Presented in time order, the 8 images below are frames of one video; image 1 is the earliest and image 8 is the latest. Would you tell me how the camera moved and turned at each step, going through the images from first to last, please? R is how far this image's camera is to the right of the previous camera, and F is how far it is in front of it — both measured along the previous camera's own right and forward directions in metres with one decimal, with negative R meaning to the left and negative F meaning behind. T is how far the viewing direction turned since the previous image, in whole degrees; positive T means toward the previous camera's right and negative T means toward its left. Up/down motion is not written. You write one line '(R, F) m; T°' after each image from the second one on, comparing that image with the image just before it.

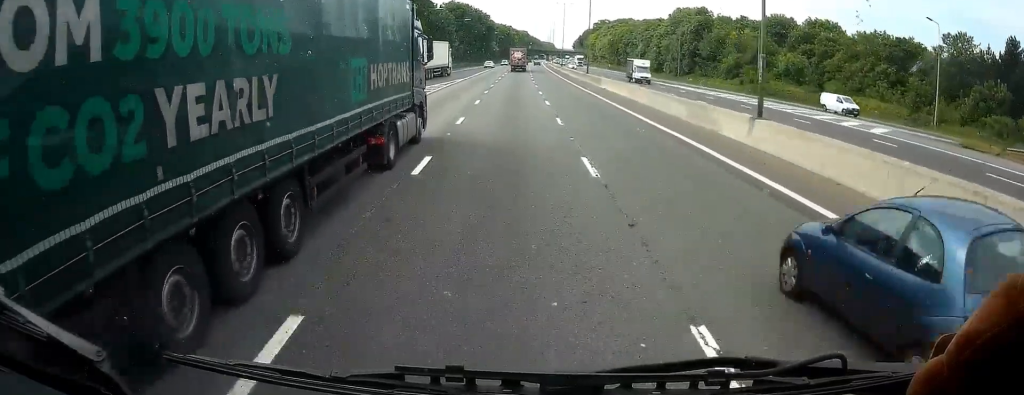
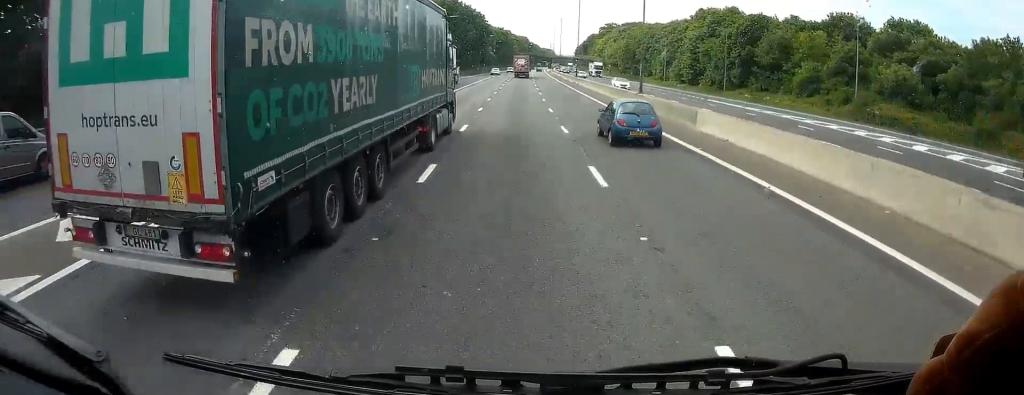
(-0.1, +27.7) m; 0°
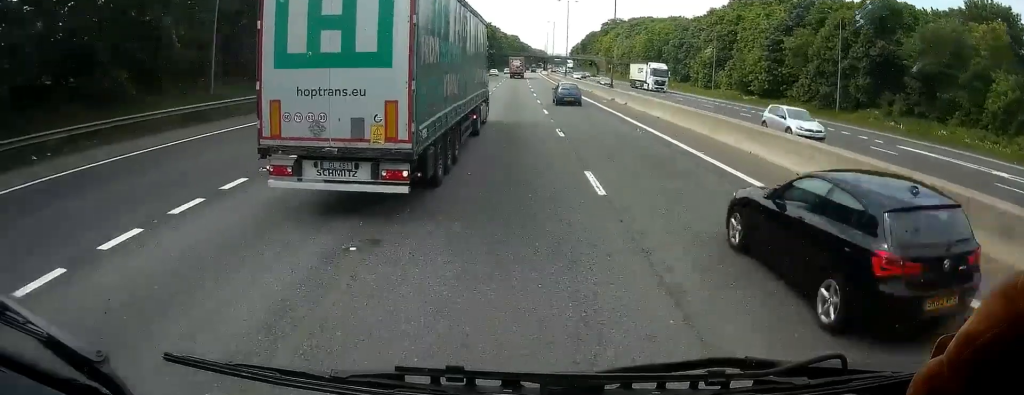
(-0.1, +35.8) m; 0°
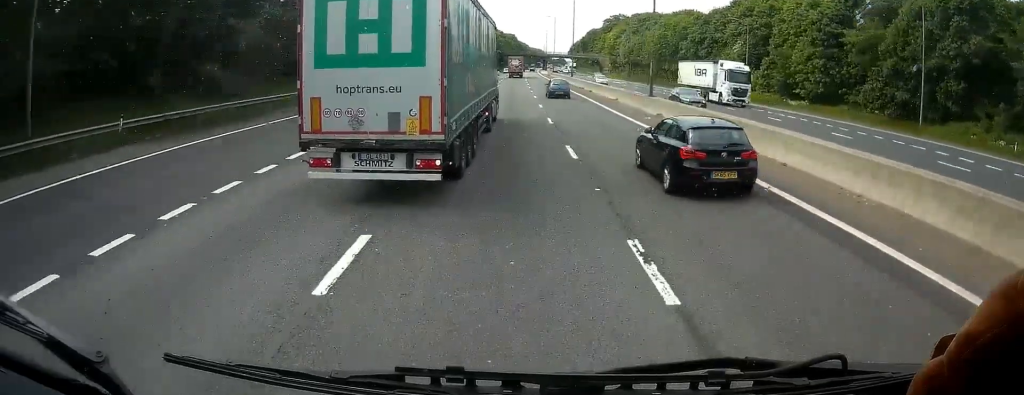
(0.0, +14.1) m; +1°
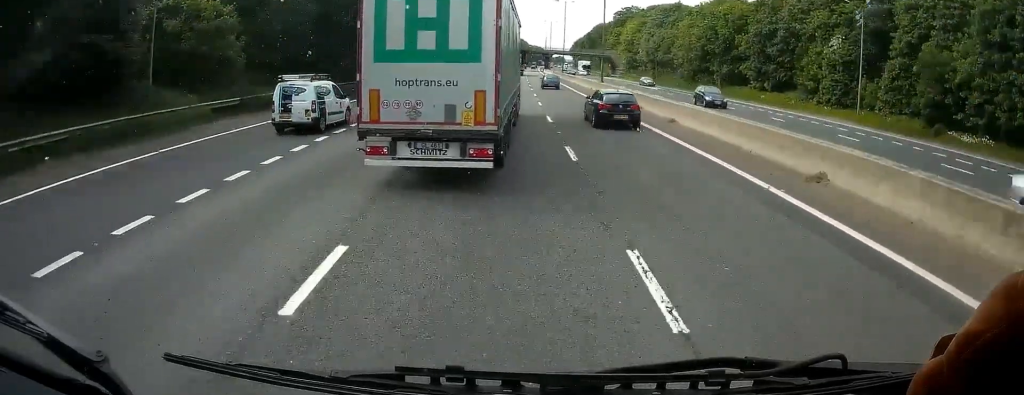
(+0.4, +27.4) m; +2°
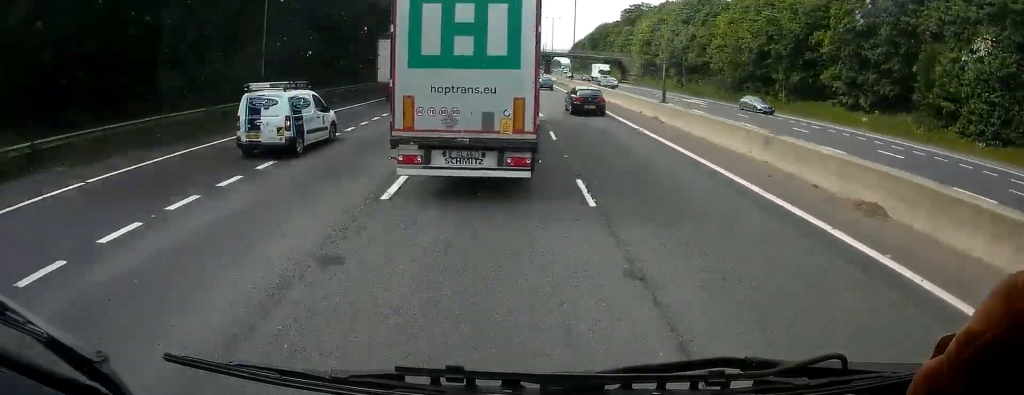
(+0.2, +21.6) m; +1°
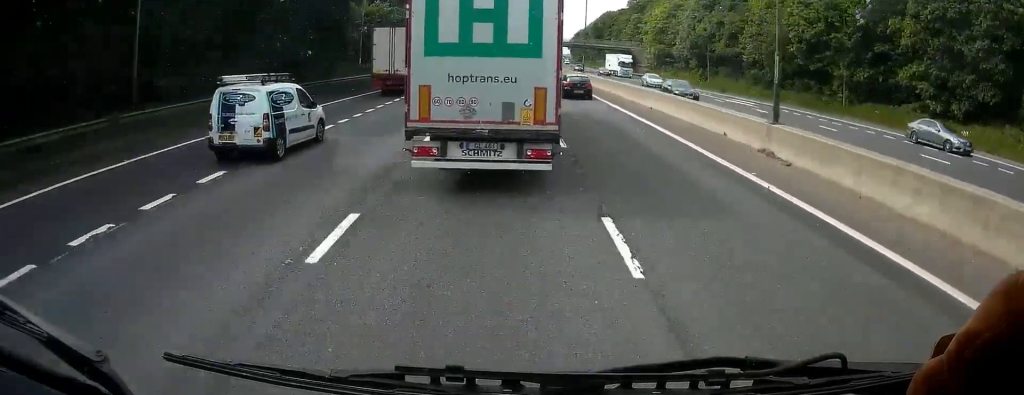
(0.0, +13.3) m; 0°
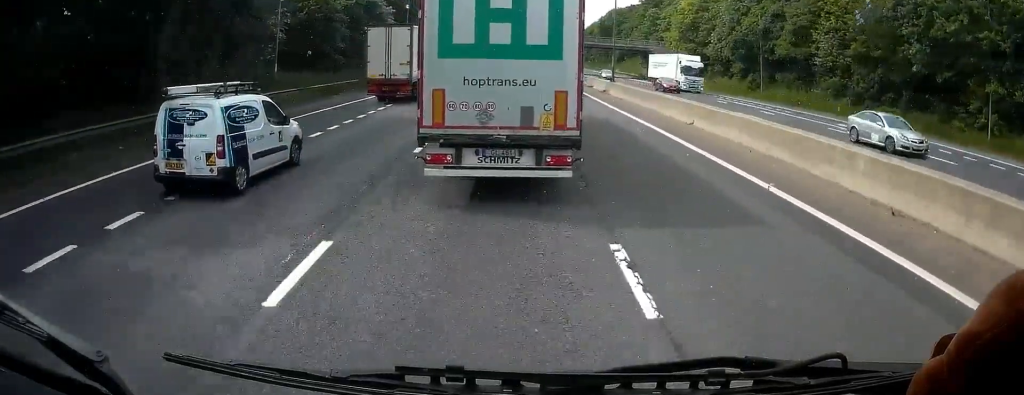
(0.0, +19.2) m; 0°
